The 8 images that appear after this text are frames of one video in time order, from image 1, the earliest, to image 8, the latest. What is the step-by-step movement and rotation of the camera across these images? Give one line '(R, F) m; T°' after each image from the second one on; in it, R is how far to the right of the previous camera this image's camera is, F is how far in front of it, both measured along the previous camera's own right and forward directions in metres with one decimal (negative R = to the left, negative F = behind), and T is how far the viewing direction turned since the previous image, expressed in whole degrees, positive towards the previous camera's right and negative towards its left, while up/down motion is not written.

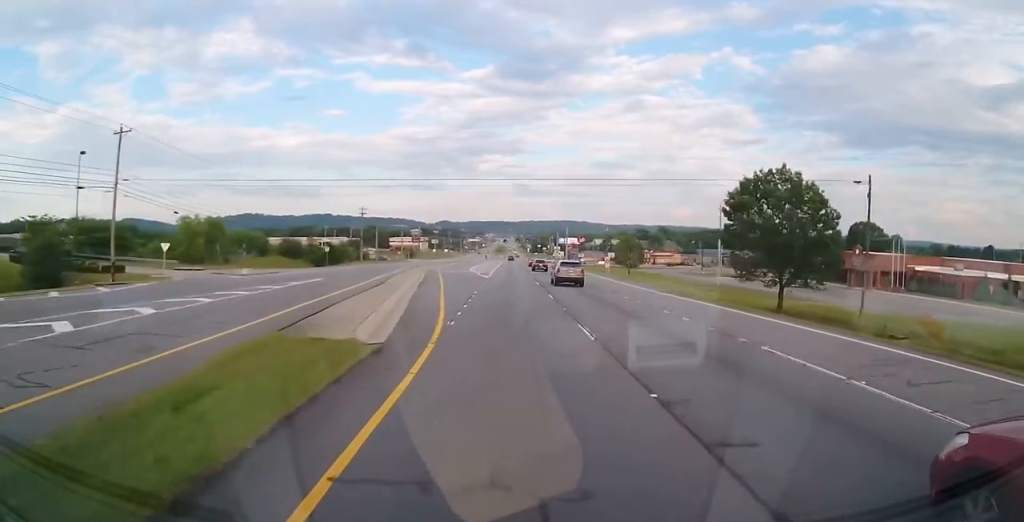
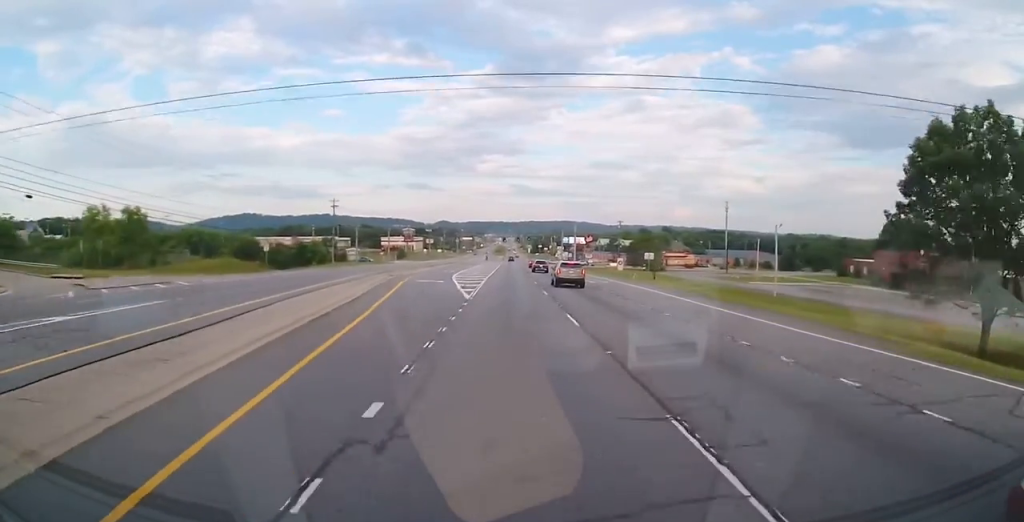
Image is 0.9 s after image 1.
(-0.2, +22.0) m; -1°
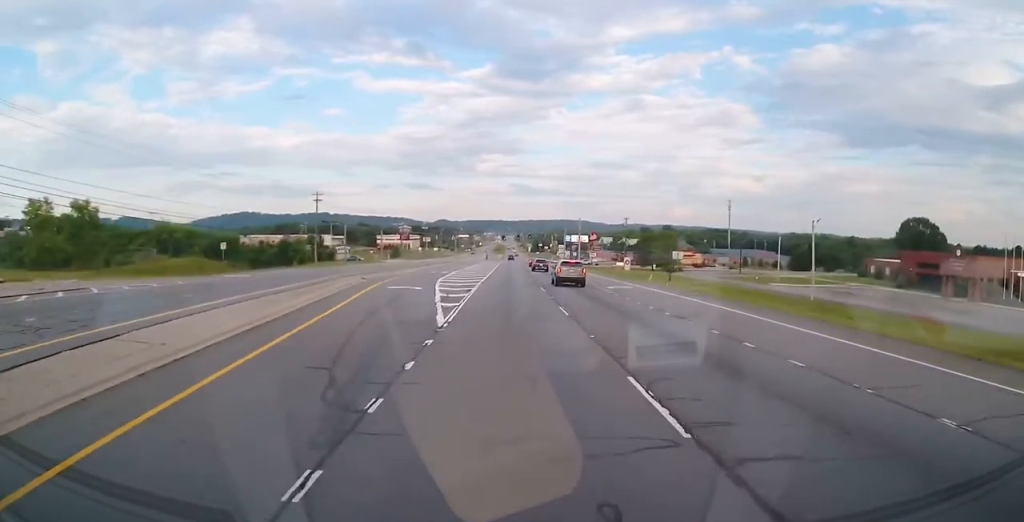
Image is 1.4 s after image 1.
(0.0, +10.1) m; 0°
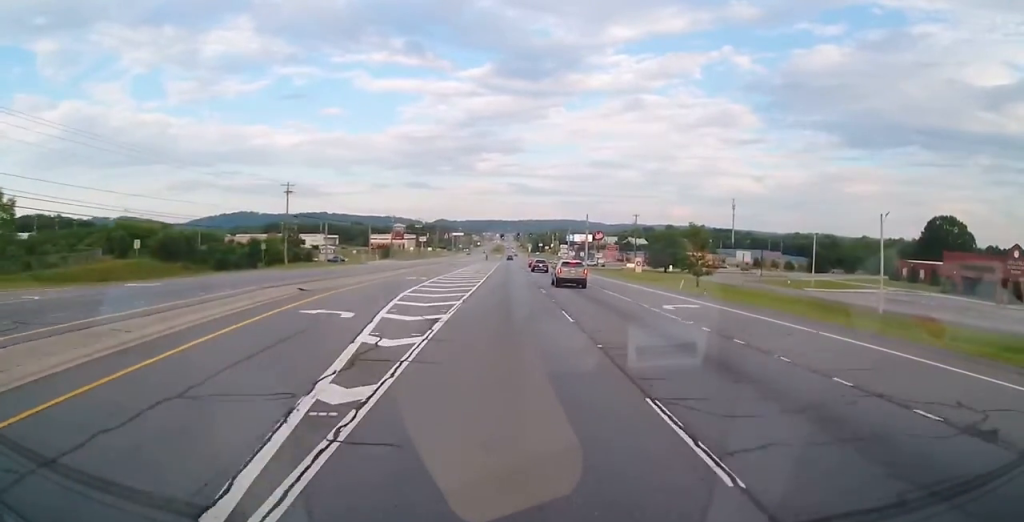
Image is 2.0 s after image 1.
(-0.1, +14.0) m; 0°
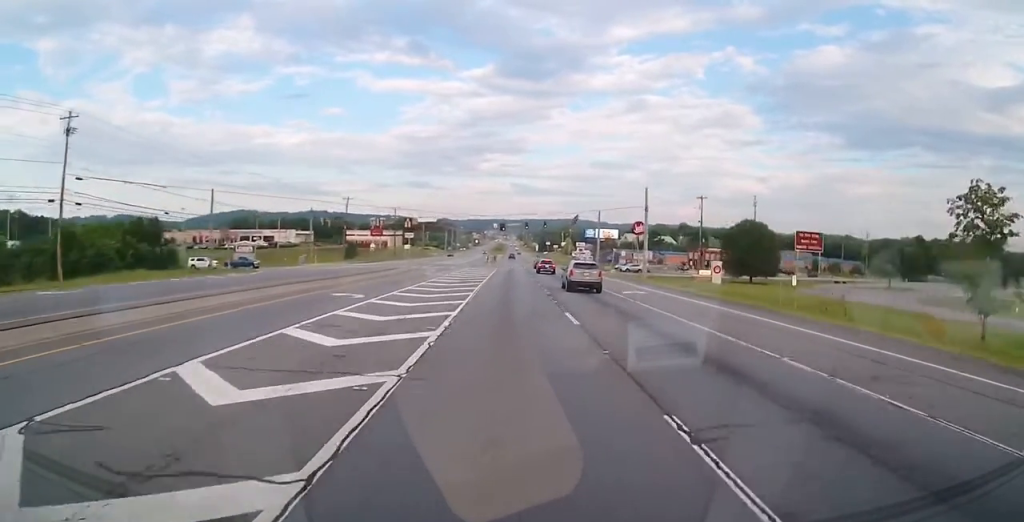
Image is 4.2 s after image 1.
(+0.8, +50.6) m; +1°
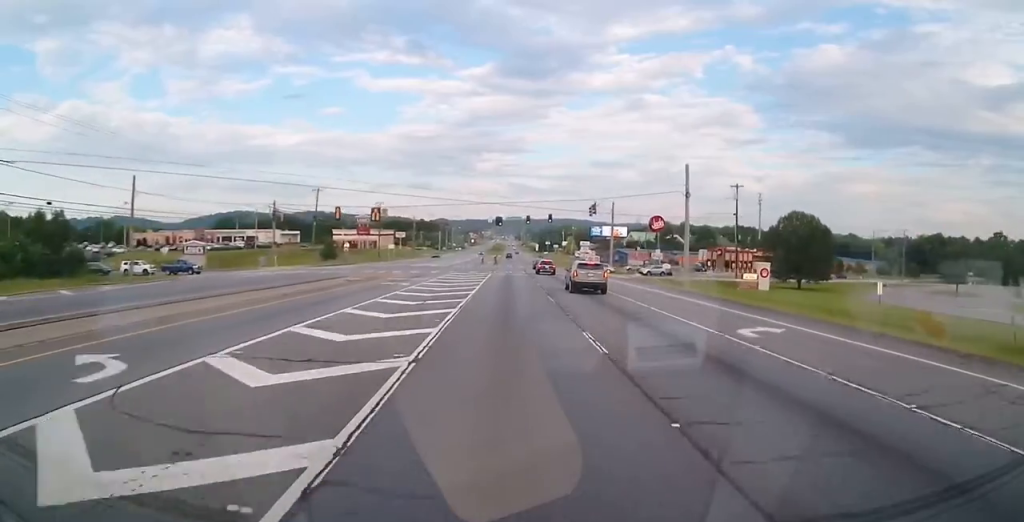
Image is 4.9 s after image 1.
(0.0, +17.6) m; 0°
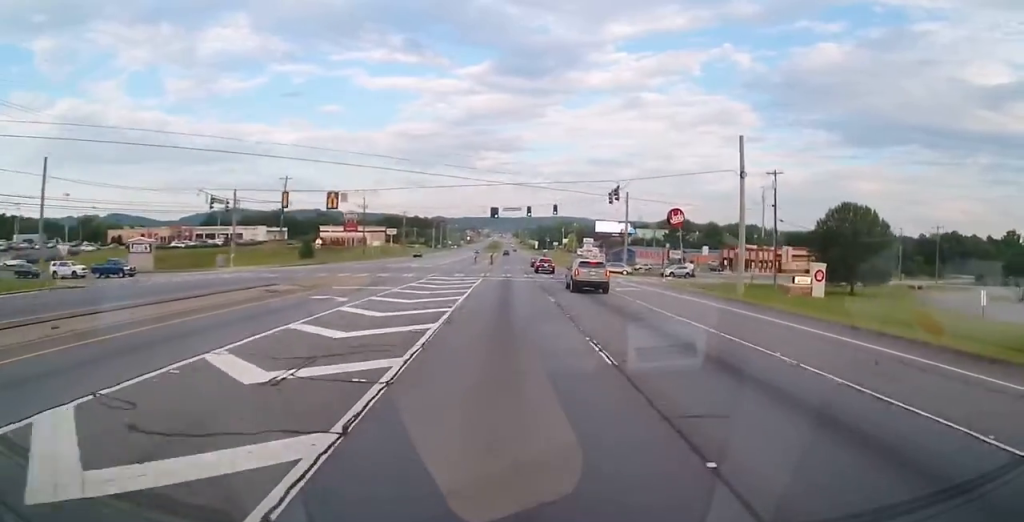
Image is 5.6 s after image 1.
(0.0, +14.3) m; 0°
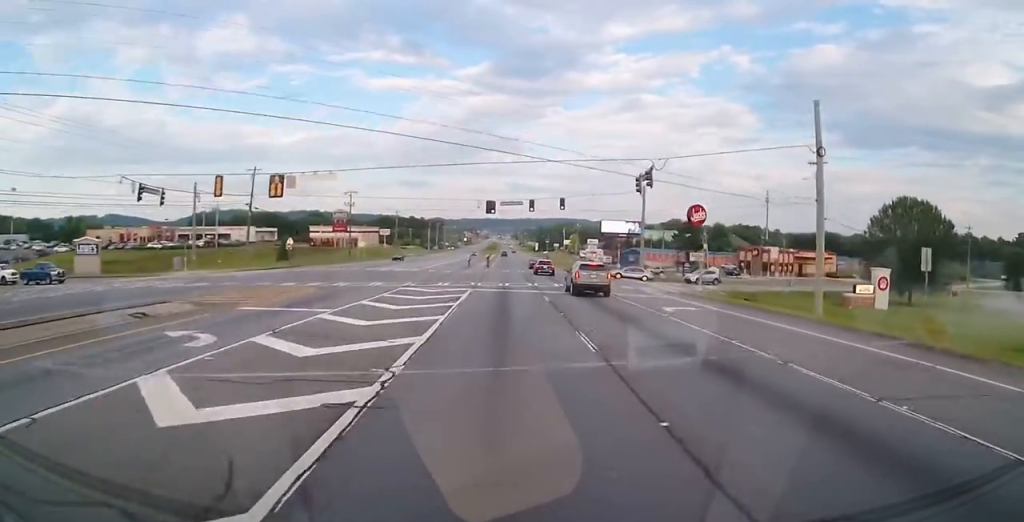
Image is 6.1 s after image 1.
(0.0, +12.0) m; 0°
